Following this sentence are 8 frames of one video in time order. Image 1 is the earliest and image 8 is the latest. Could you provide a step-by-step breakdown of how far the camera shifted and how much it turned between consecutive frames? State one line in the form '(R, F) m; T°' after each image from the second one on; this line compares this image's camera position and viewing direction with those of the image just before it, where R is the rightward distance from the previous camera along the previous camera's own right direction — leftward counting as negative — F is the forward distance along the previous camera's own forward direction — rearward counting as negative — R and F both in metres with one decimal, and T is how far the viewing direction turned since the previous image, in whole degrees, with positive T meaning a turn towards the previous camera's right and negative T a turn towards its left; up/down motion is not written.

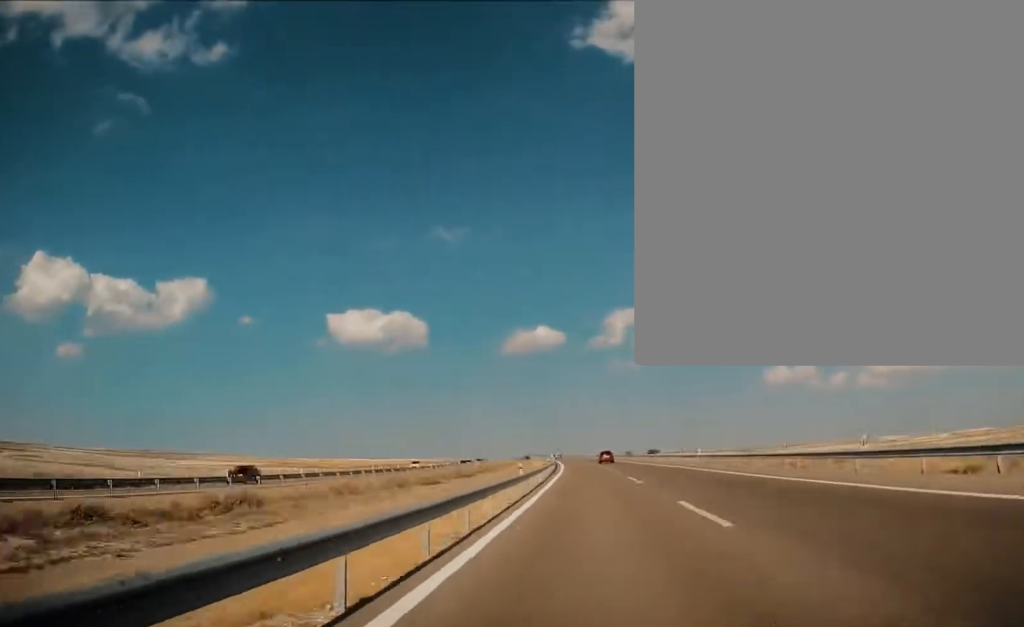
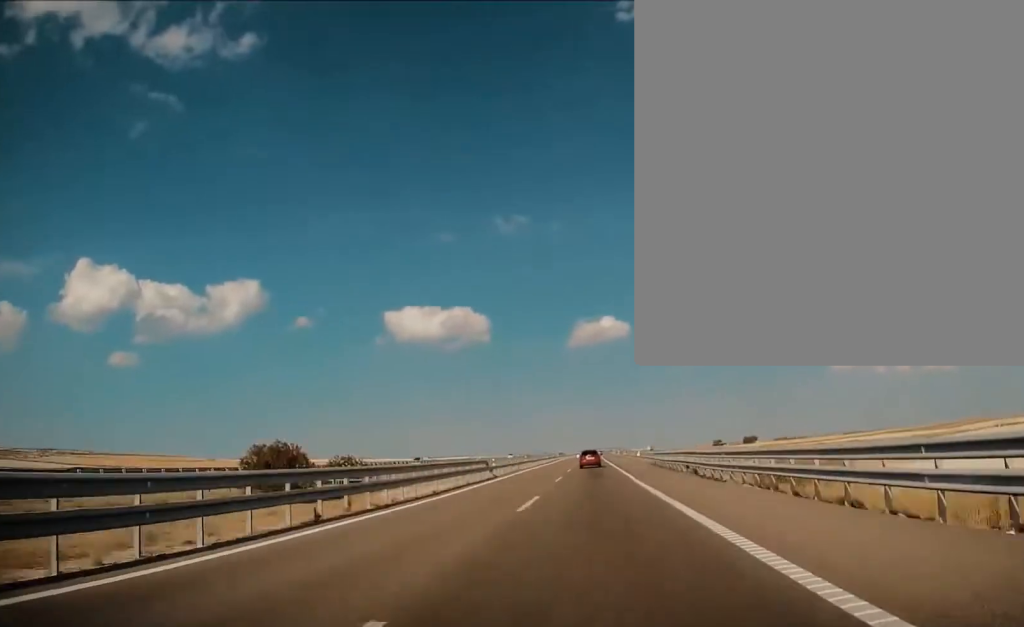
(-11.1, +322.1) m; -1°
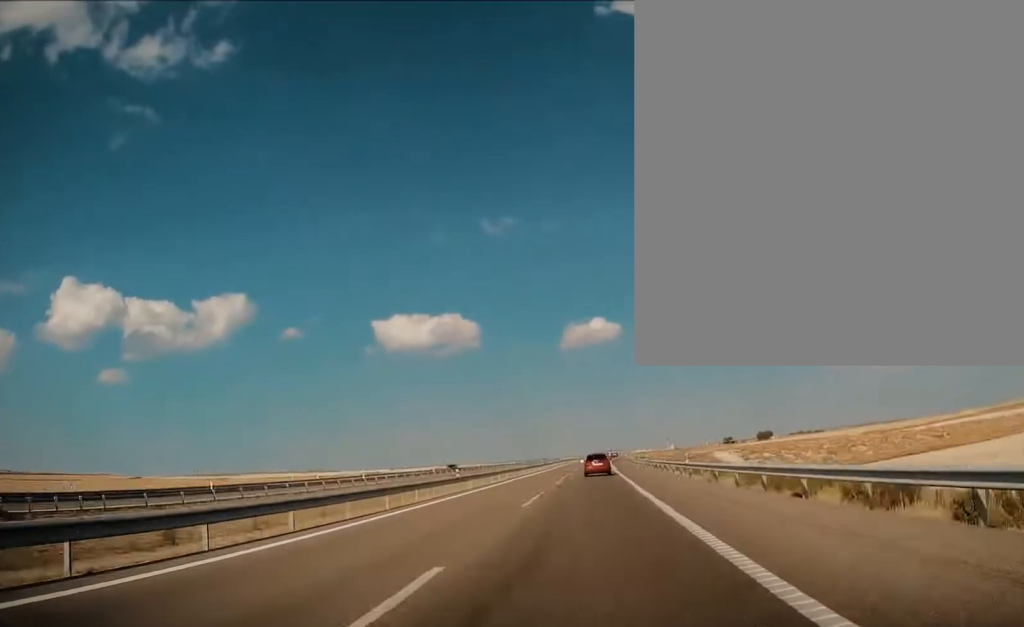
(+1.0, +129.3) m; +2°
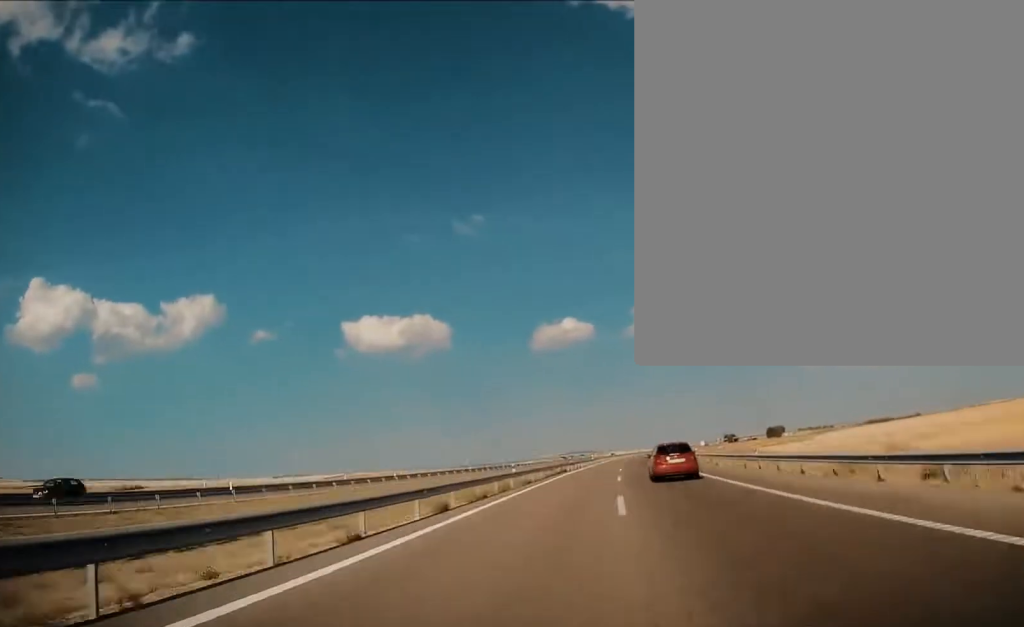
(-0.5, +189.7) m; +4°
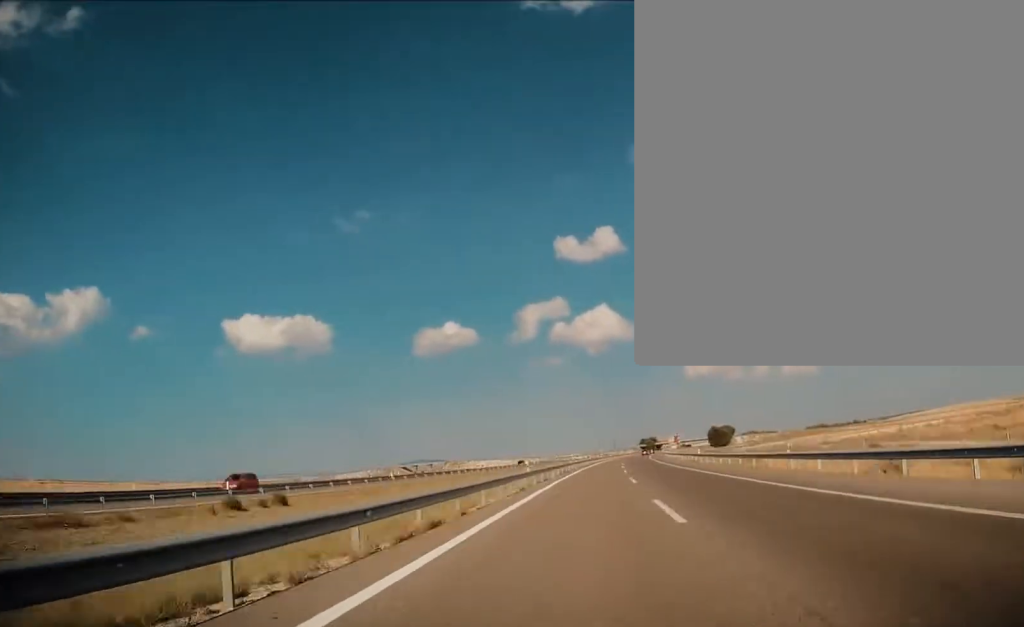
(+21.4, +294.3) m; +9°
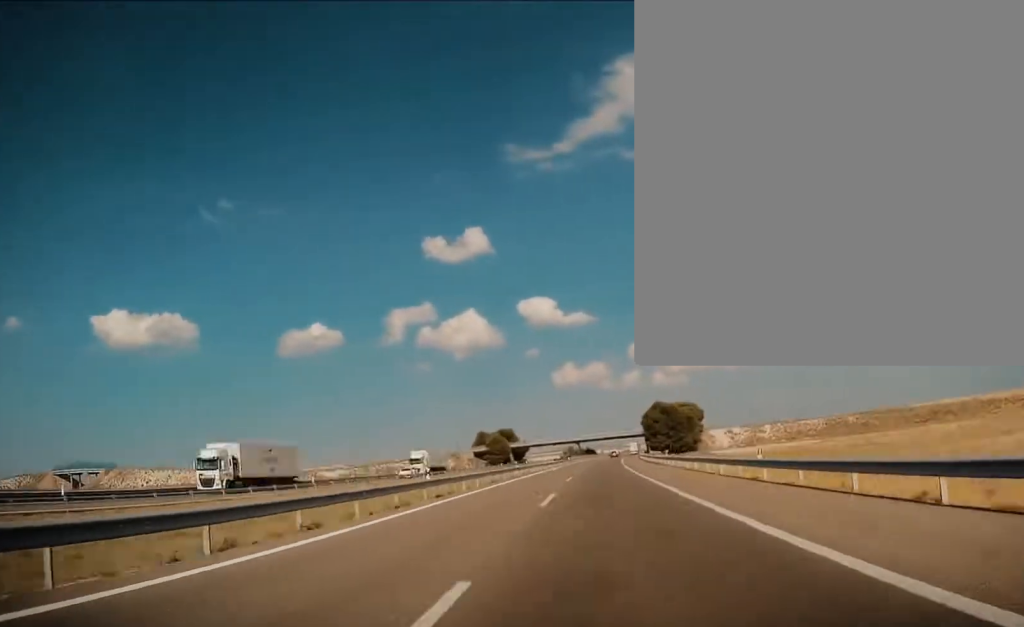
(+29.3, +331.9) m; +9°
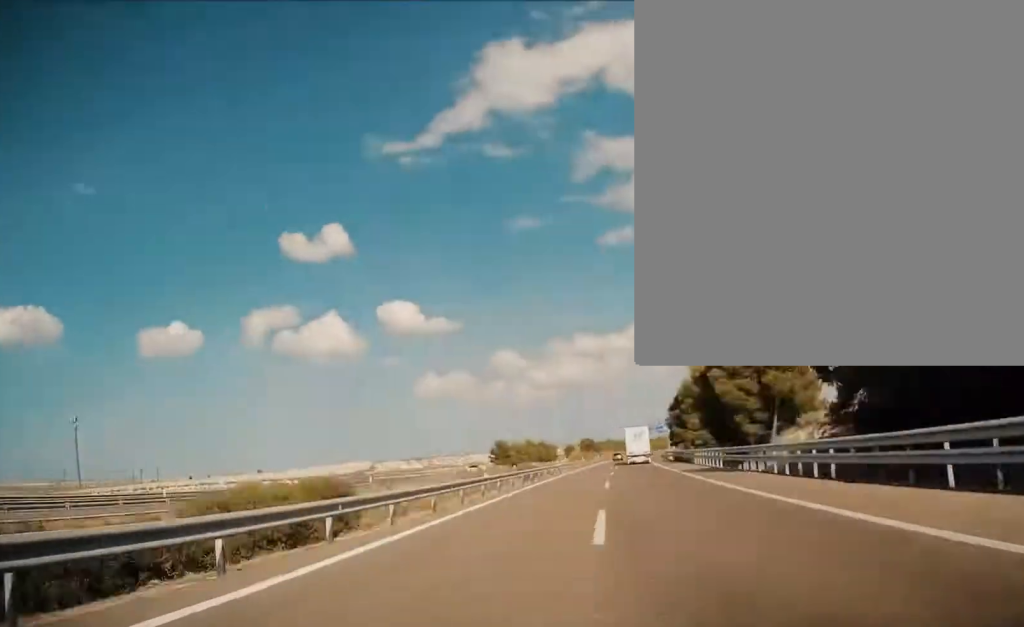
(+46.9, +420.0) m; +12°
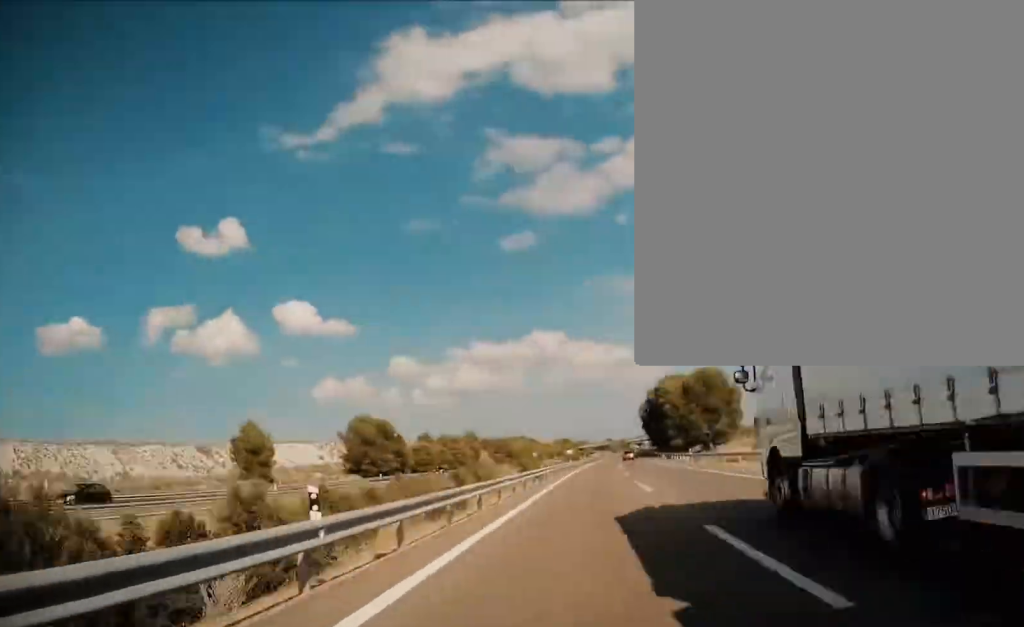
(+13.5, +243.9) m; +5°
